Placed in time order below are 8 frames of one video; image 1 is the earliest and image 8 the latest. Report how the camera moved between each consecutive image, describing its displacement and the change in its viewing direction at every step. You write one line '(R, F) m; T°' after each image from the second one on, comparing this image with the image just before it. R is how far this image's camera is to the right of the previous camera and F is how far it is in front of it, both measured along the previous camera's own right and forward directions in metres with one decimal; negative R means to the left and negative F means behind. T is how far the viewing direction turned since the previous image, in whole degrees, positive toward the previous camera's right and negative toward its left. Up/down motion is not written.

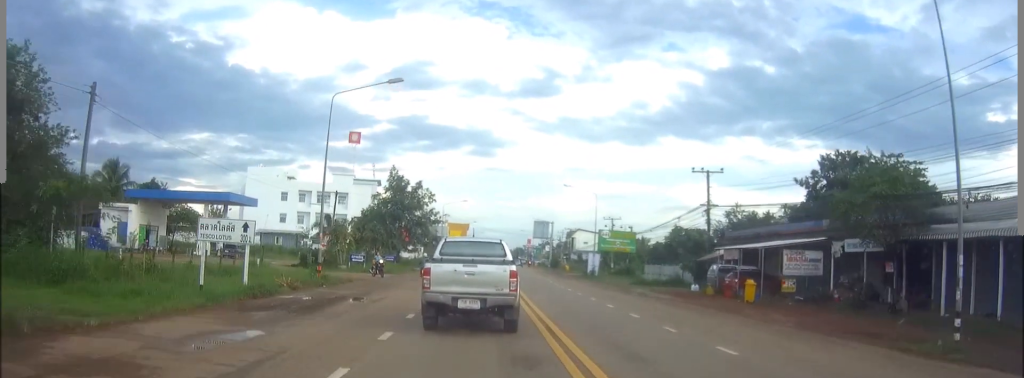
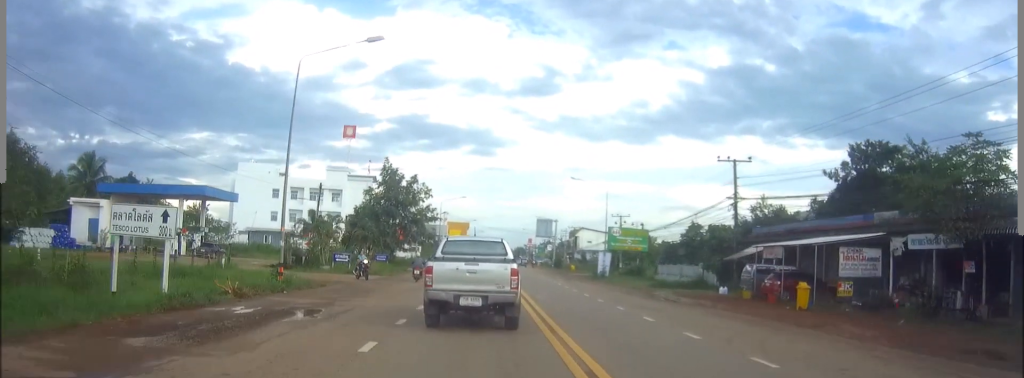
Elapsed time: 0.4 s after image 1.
(0.0, +6.0) m; 0°
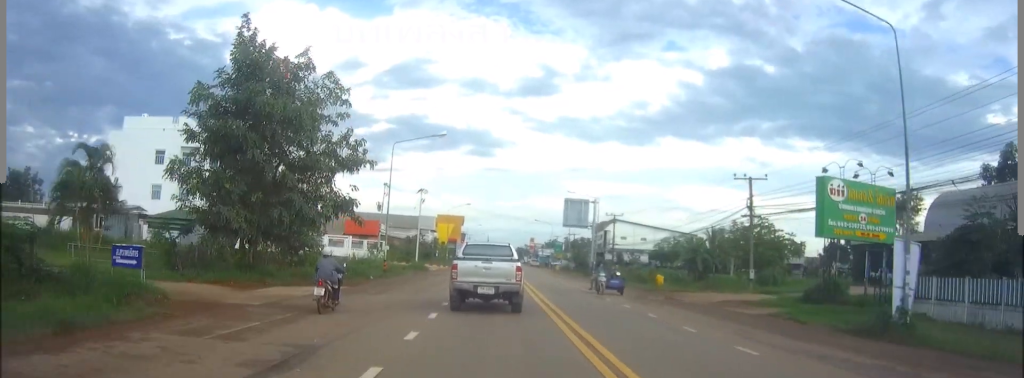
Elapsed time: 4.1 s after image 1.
(0.0, +48.9) m; +1°
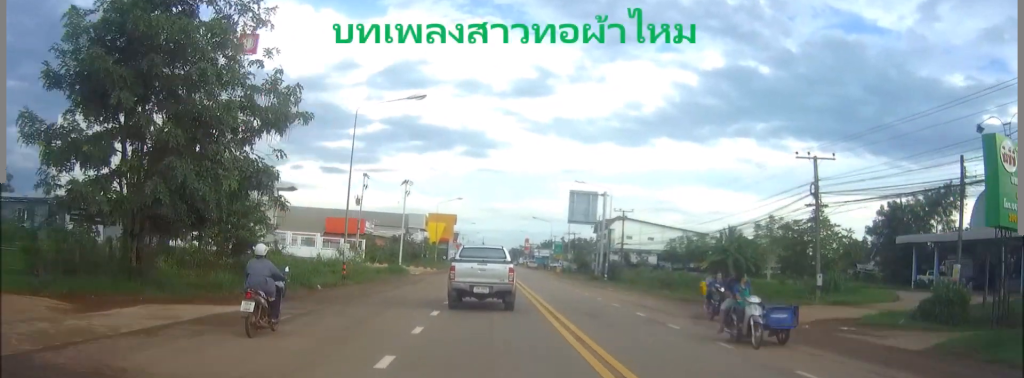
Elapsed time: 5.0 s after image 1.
(+0.1, +11.2) m; 0°
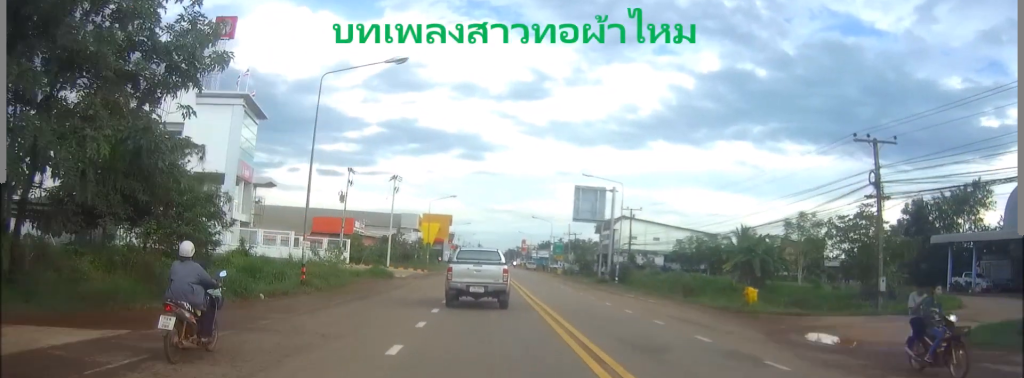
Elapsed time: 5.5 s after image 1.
(0.0, +6.5) m; 0°
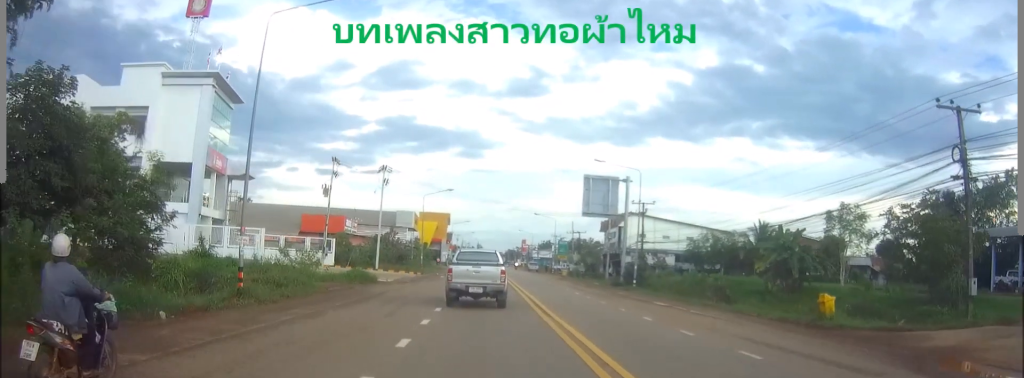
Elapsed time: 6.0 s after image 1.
(0.0, +7.4) m; 0°
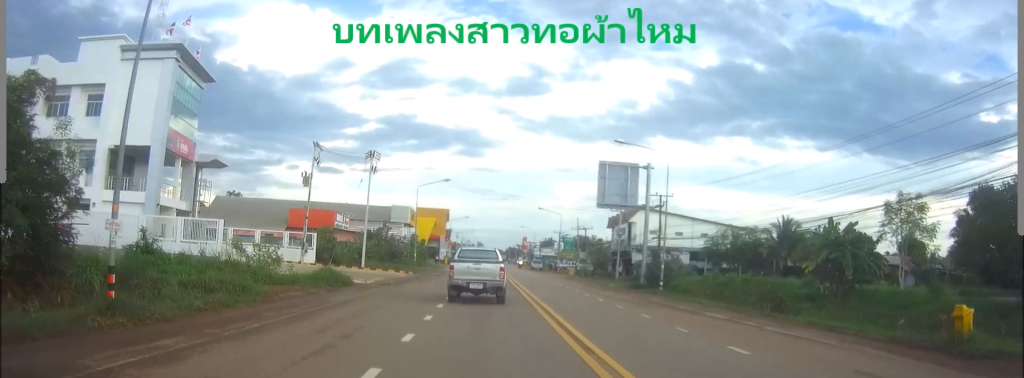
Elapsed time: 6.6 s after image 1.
(0.0, +7.4) m; 0°
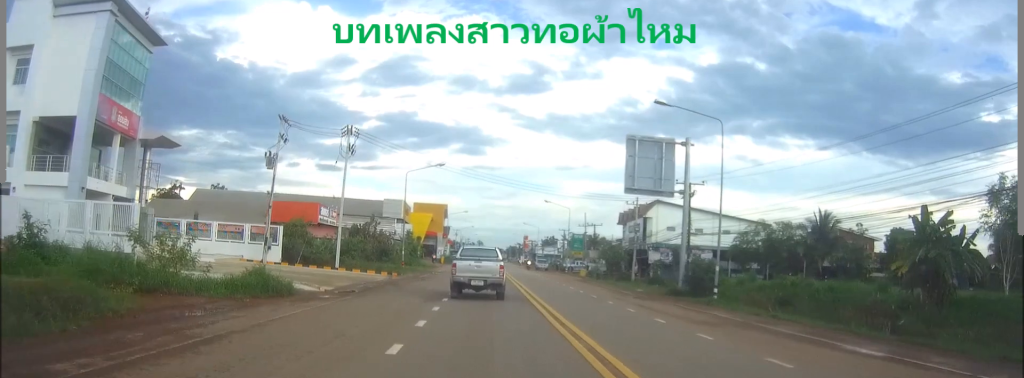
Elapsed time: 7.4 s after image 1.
(0.0, +10.1) m; +1°
